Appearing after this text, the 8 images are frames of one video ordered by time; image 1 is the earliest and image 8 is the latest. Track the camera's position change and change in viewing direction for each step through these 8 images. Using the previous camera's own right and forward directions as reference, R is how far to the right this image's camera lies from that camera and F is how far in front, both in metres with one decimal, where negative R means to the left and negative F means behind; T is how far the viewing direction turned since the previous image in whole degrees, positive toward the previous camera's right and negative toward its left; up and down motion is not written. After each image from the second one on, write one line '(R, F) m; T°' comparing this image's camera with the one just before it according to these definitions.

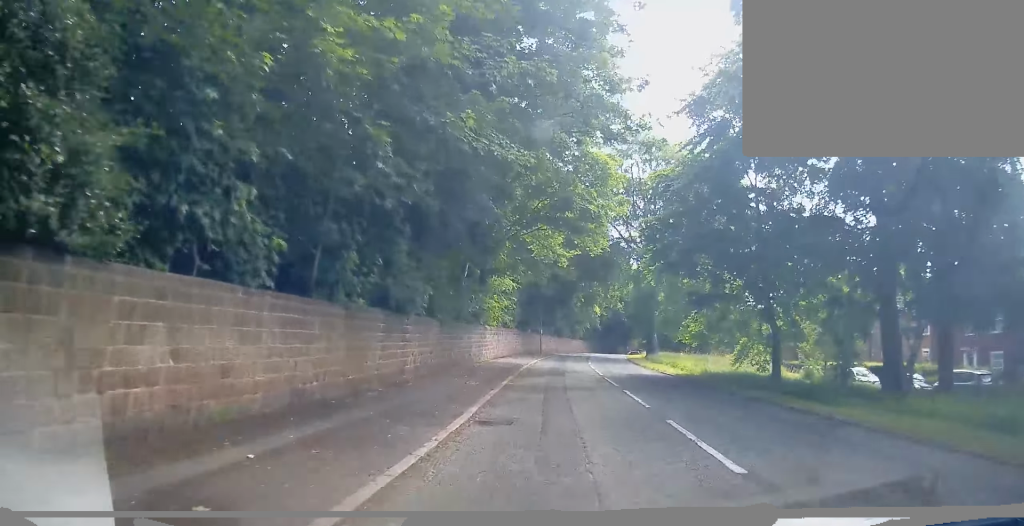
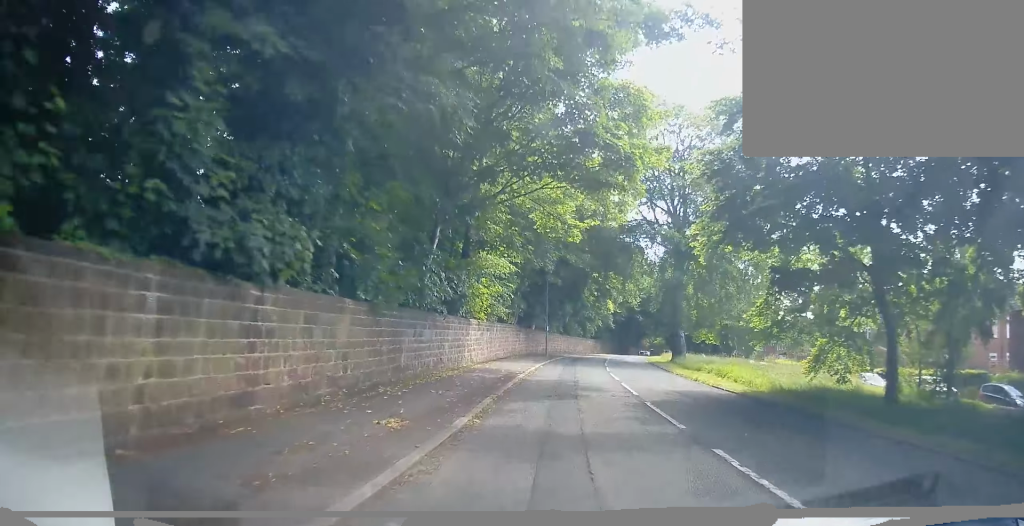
(+0.4, +8.0) m; +2°
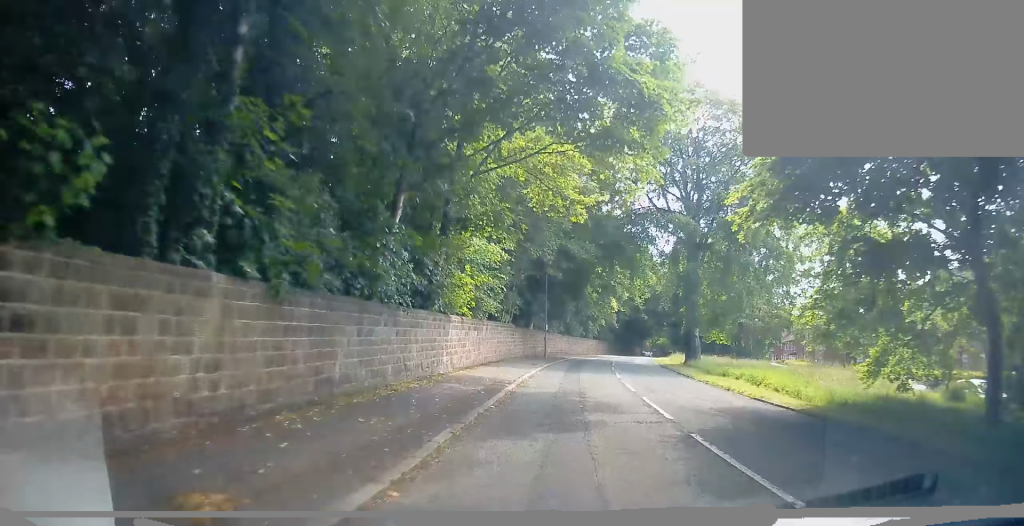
(+0.1, +4.4) m; -2°
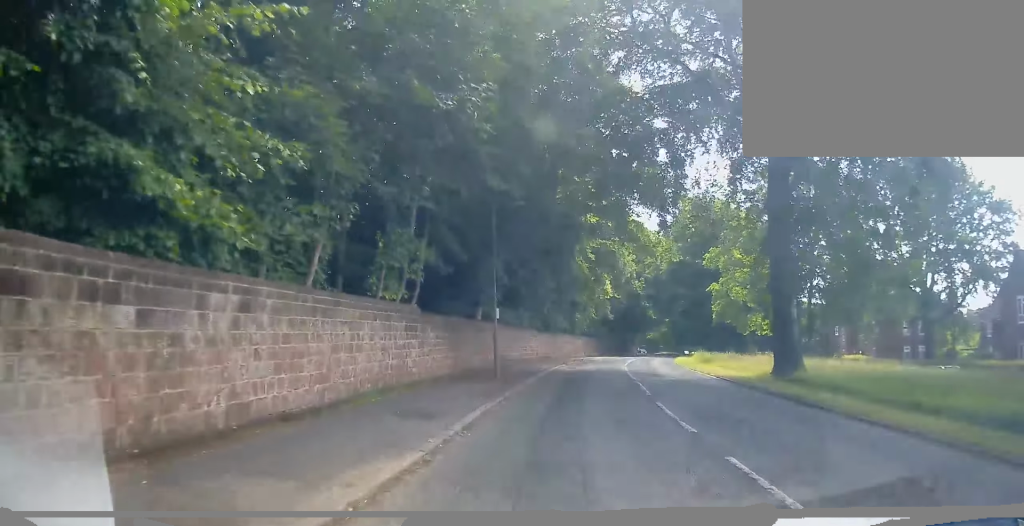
(-0.6, +19.2) m; -1°
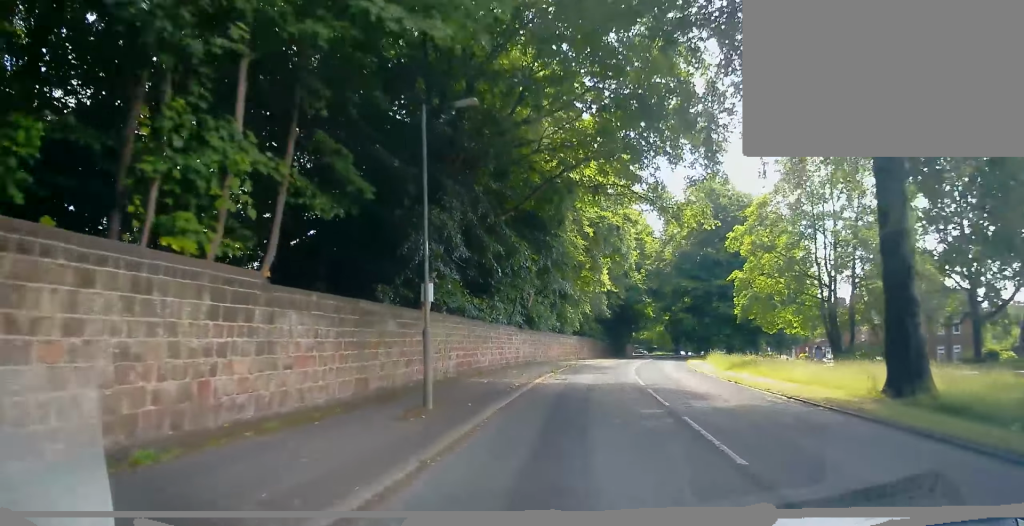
(-0.1, +7.9) m; -2°
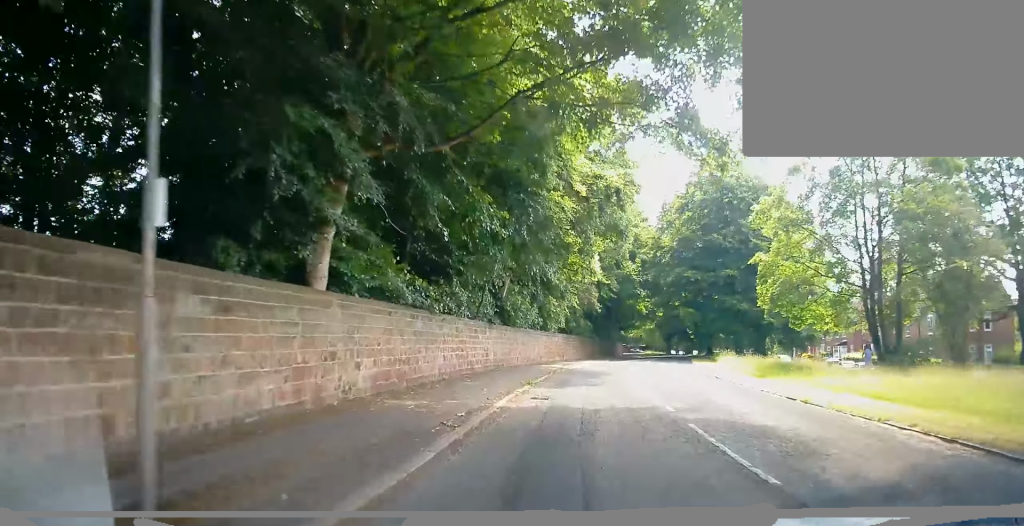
(-0.2, +6.9) m; -1°
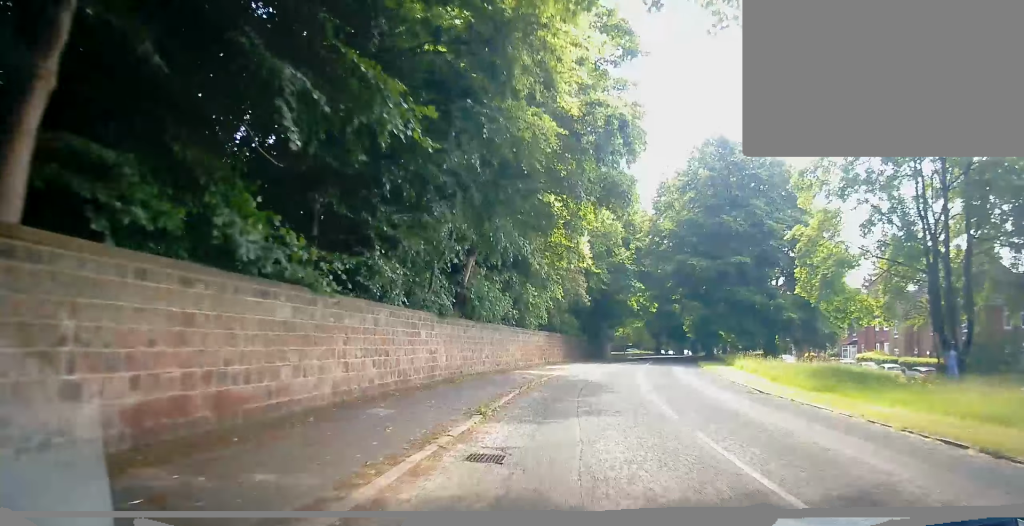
(0.0, +6.7) m; +3°
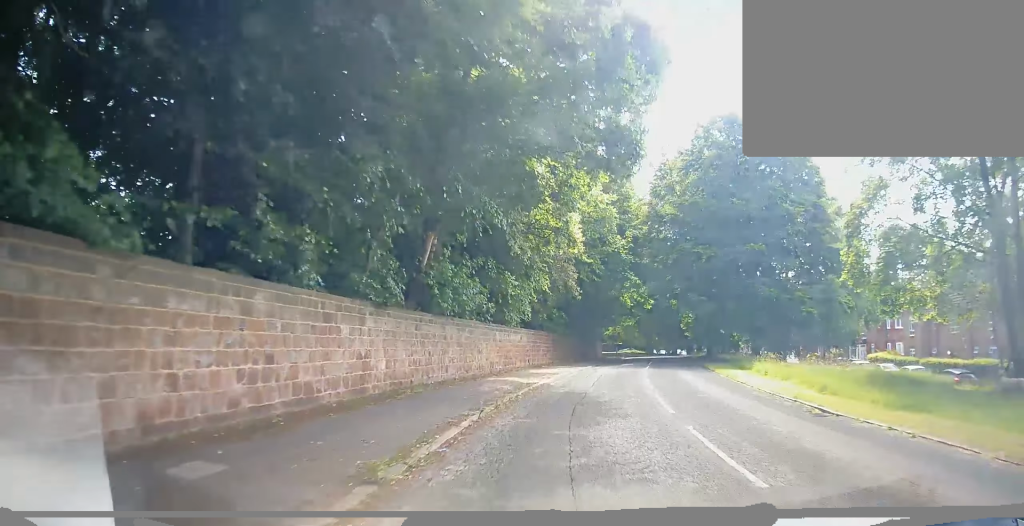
(+0.2, +4.7) m; +1°
